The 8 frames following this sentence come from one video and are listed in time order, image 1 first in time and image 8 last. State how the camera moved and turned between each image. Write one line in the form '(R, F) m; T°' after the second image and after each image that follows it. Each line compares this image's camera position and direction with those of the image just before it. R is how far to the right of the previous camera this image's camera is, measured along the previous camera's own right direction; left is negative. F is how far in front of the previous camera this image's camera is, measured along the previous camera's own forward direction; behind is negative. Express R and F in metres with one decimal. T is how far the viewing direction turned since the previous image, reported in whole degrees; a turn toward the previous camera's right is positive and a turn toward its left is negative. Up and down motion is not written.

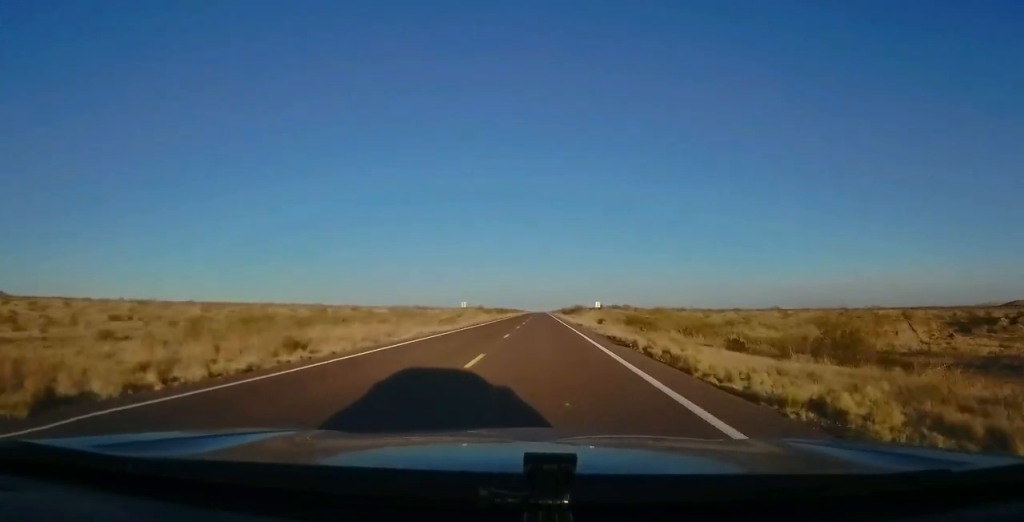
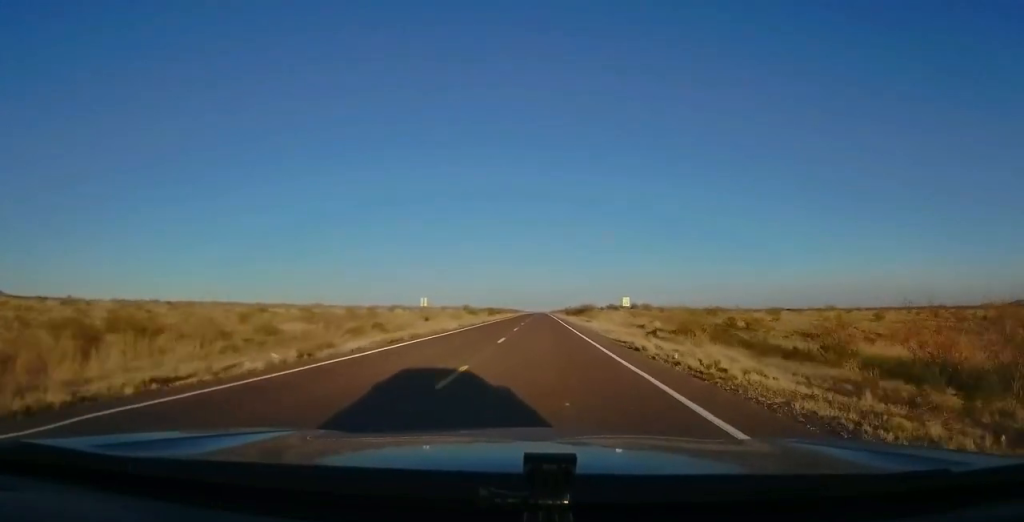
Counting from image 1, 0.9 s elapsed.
(-0.4, +26.9) m; 0°
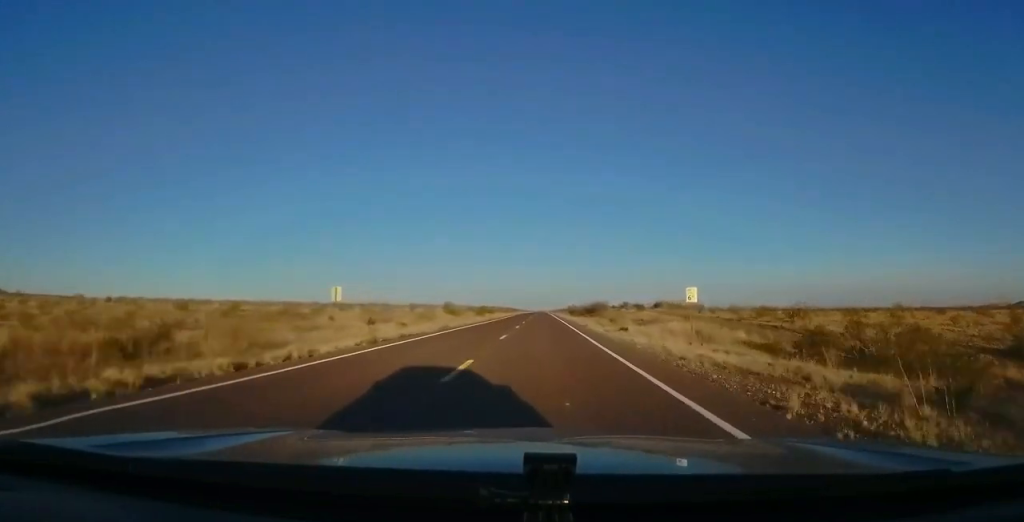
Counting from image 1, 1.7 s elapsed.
(+0.1, +23.1) m; +1°
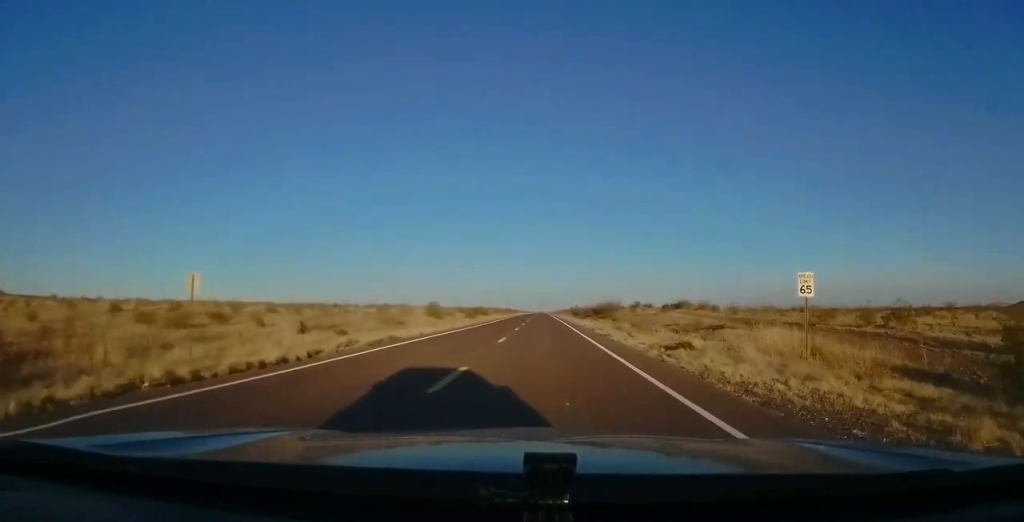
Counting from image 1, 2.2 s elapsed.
(+0.1, +13.5) m; +1°
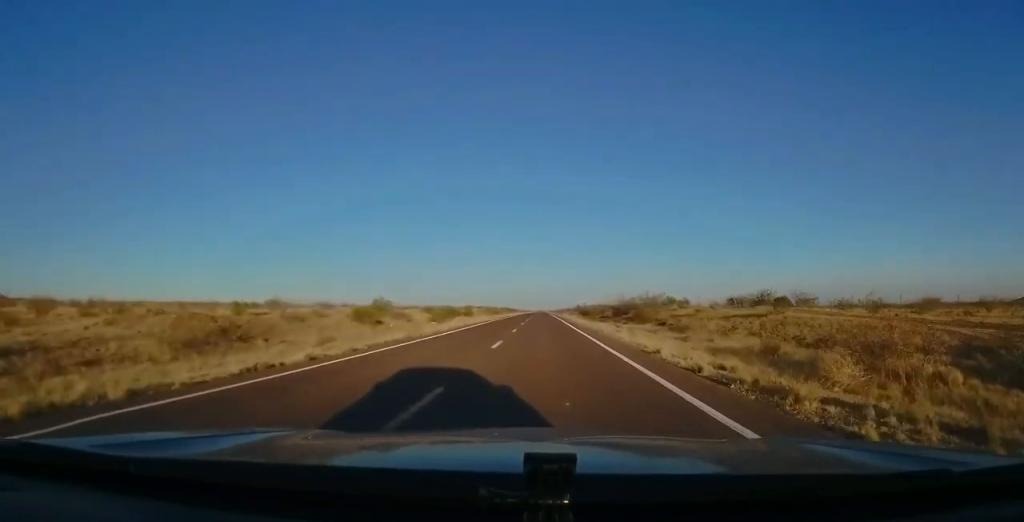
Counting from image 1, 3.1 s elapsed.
(0.0, +26.9) m; -1°
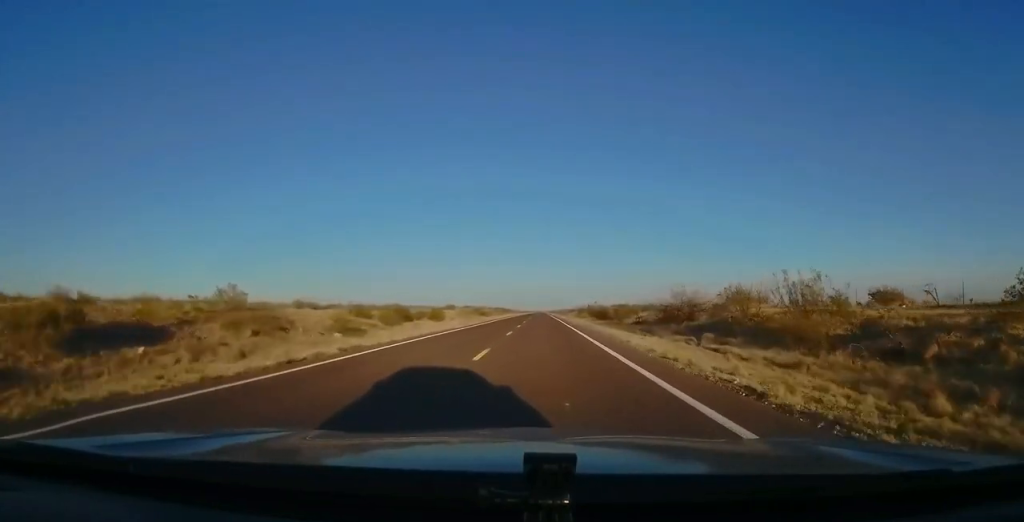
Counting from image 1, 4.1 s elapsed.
(-0.5, +27.9) m; 0°
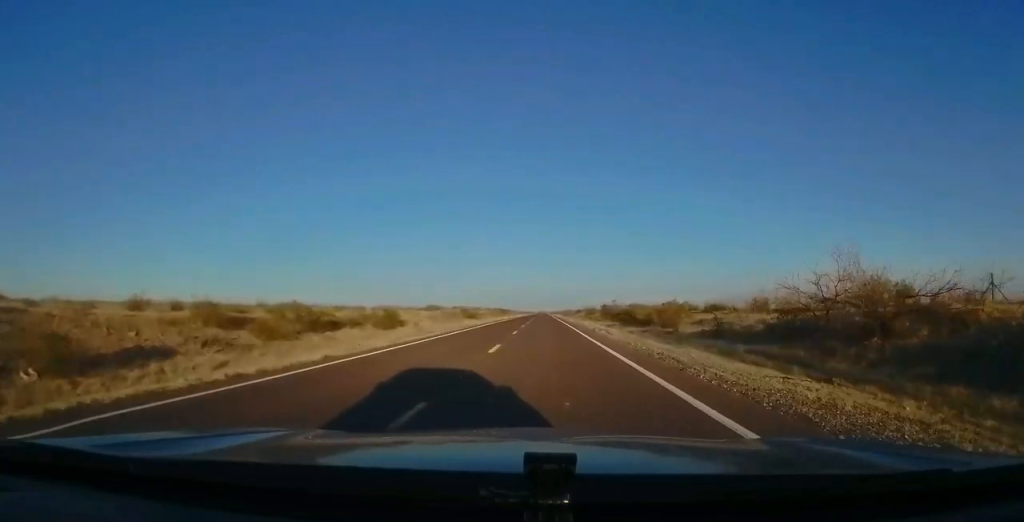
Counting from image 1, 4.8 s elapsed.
(+0.3, +21.1) m; +1°
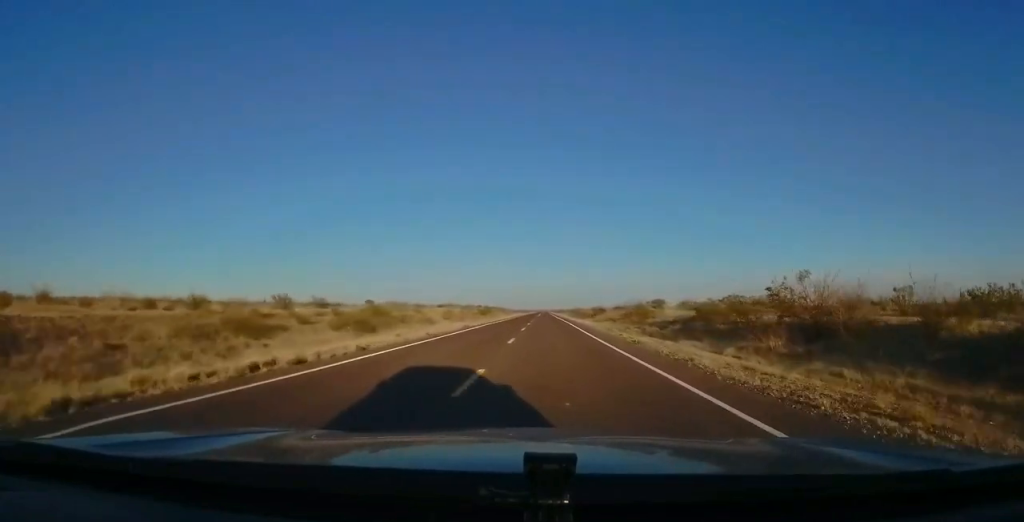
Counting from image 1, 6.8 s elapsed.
(+0.5, +55.6) m; 0°
